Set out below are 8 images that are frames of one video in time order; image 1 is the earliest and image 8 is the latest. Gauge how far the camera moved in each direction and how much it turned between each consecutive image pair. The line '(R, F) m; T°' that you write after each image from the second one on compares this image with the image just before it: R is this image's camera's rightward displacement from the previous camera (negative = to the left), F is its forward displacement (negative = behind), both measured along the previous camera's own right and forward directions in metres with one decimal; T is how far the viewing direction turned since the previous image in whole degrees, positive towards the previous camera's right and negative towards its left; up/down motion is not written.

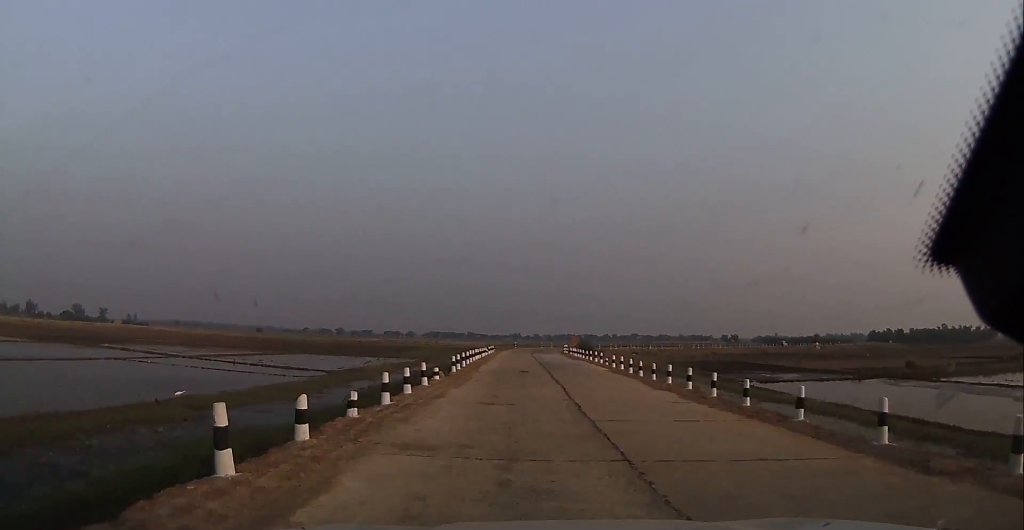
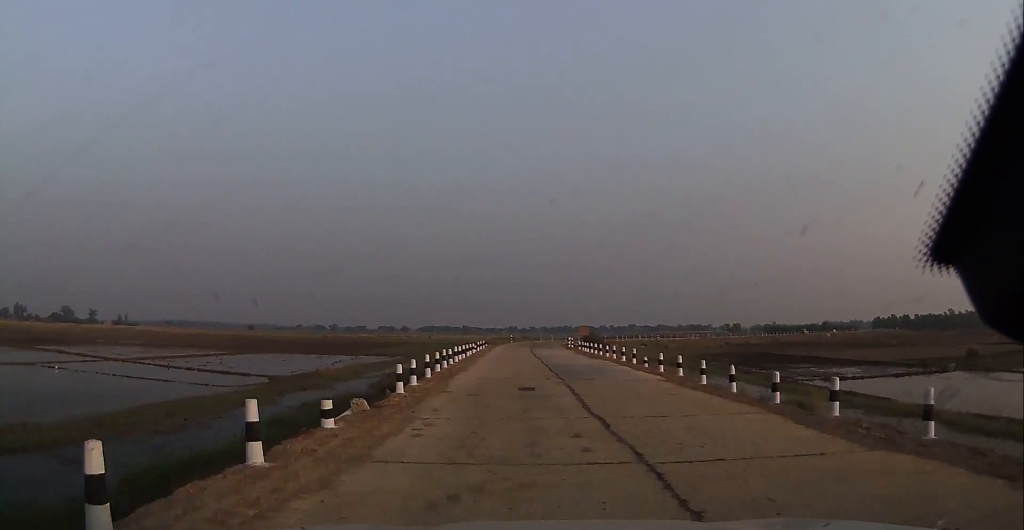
(-0.1, +14.1) m; 0°
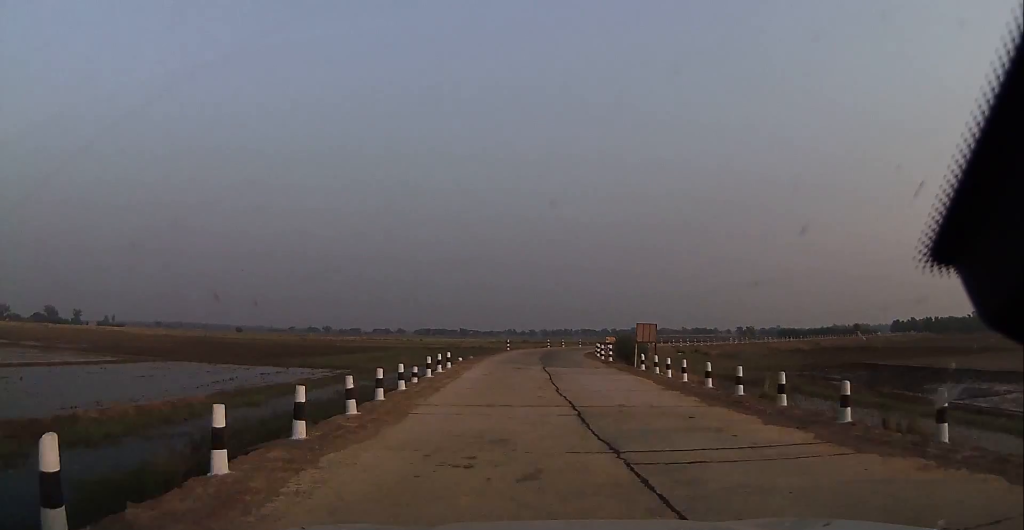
(-0.1, +30.5) m; +2°
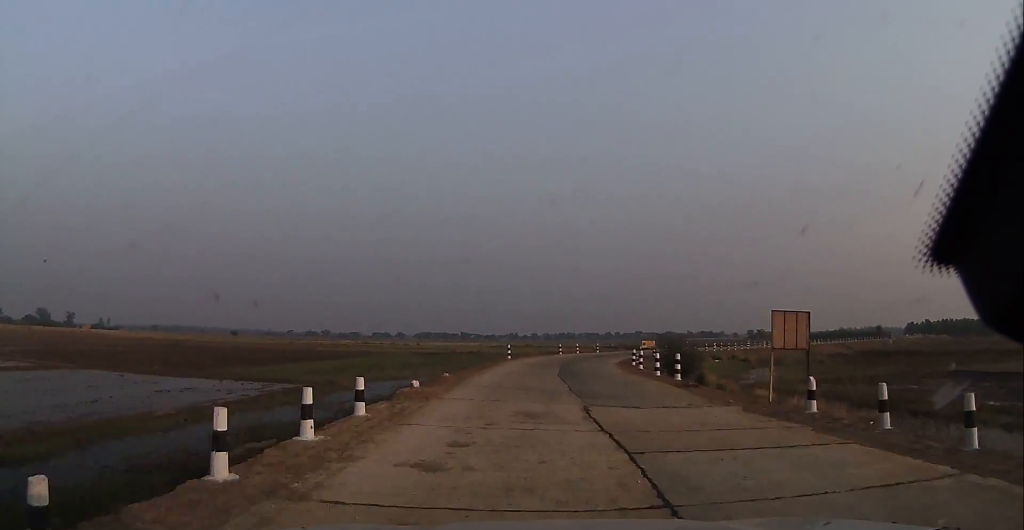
(+0.5, +17.3) m; +1°
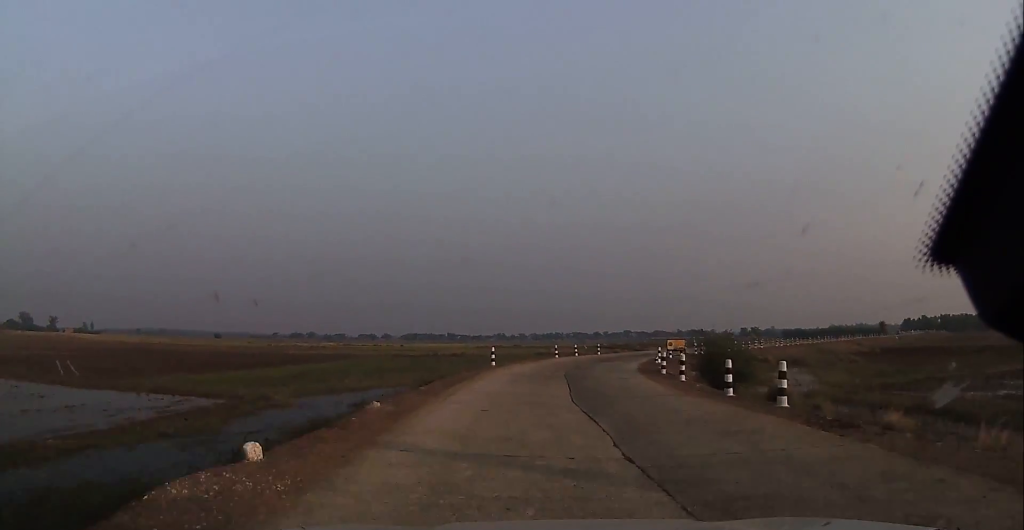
(-0.1, +11.4) m; +2°
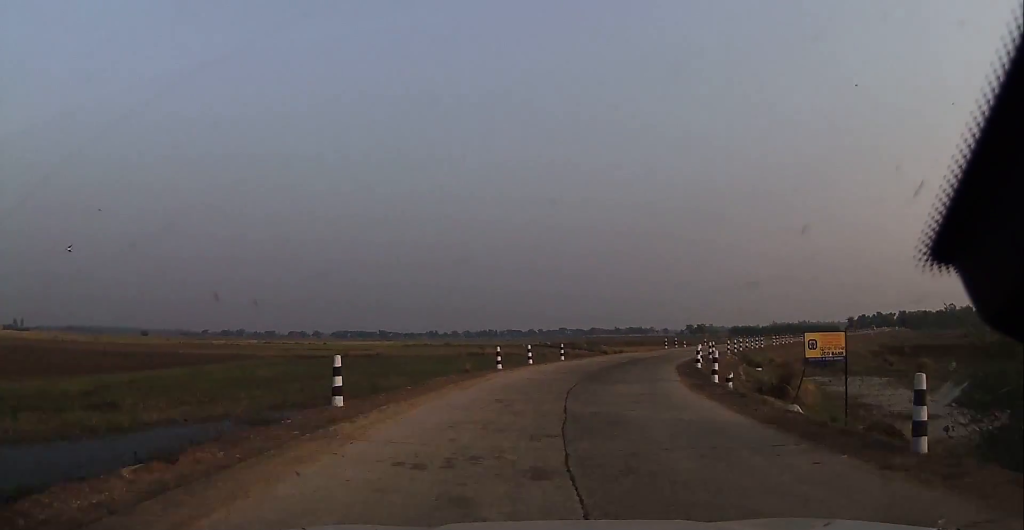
(+1.1, +23.2) m; +8°
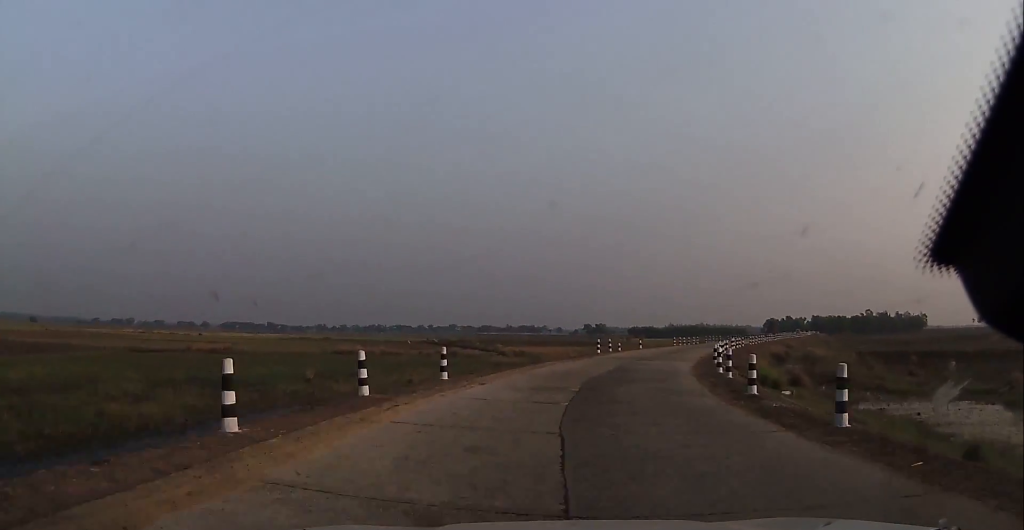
(+2.1, +21.7) m; +11°
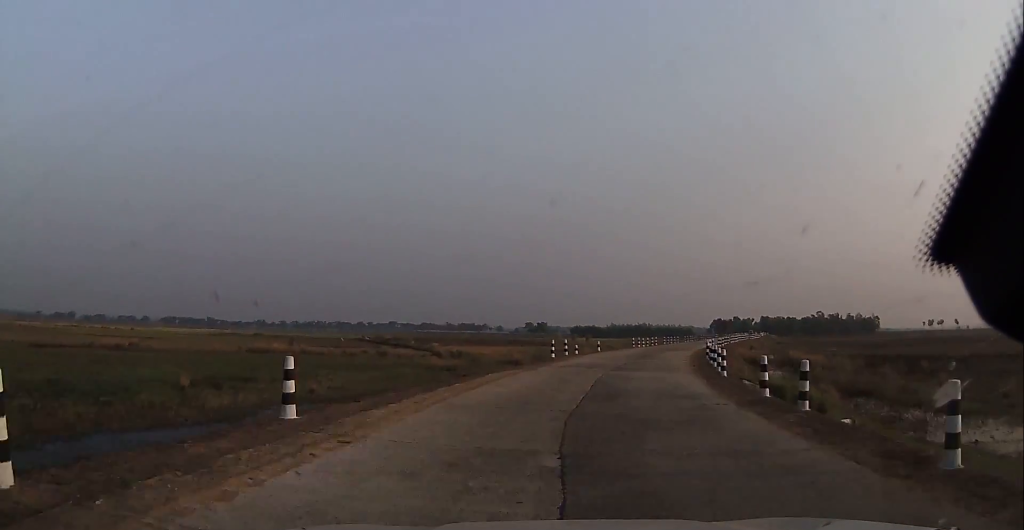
(+0.6, +10.7) m; +5°
